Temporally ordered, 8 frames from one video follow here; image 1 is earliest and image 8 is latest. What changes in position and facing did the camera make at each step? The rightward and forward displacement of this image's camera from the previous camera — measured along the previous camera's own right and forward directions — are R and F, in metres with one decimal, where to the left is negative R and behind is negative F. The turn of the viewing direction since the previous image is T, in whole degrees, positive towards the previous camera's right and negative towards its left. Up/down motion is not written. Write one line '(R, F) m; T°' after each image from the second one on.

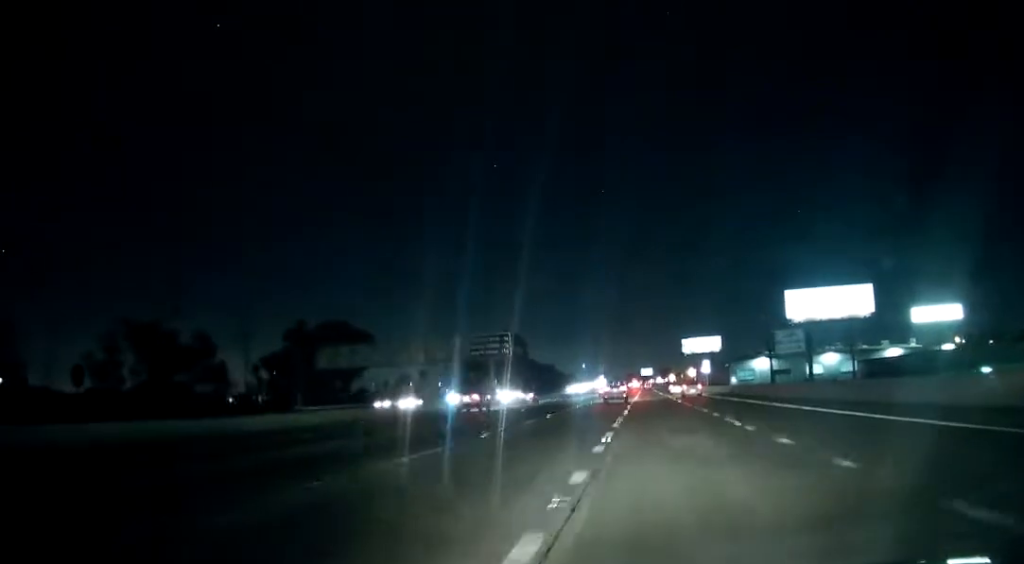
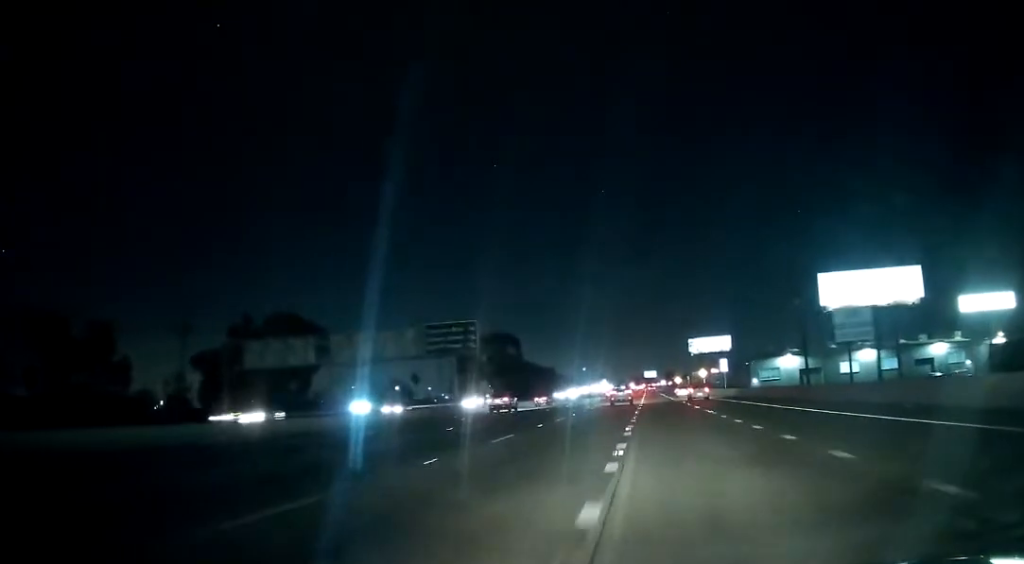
(0.0, +21.9) m; 0°
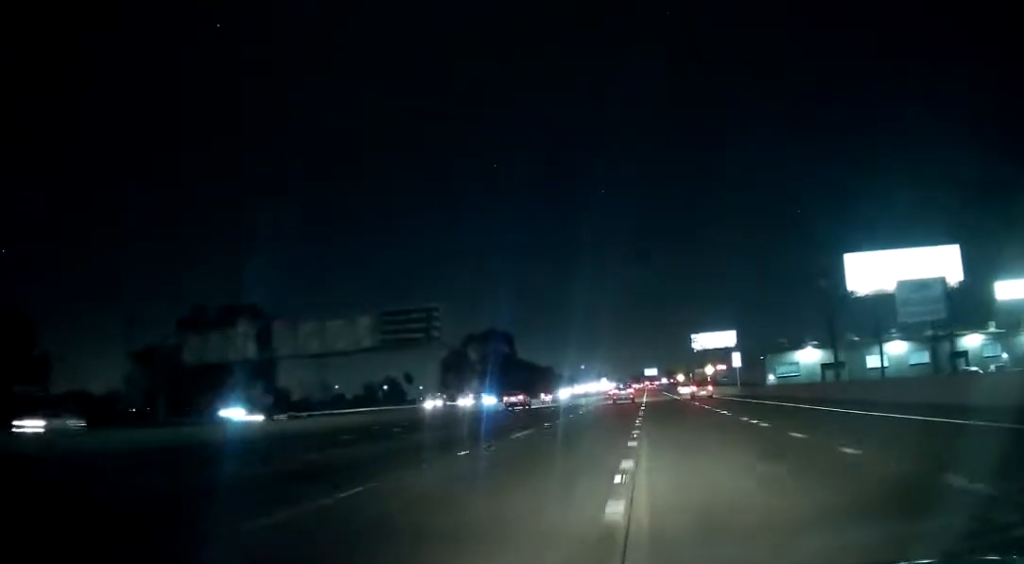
(0.0, +13.4) m; 0°
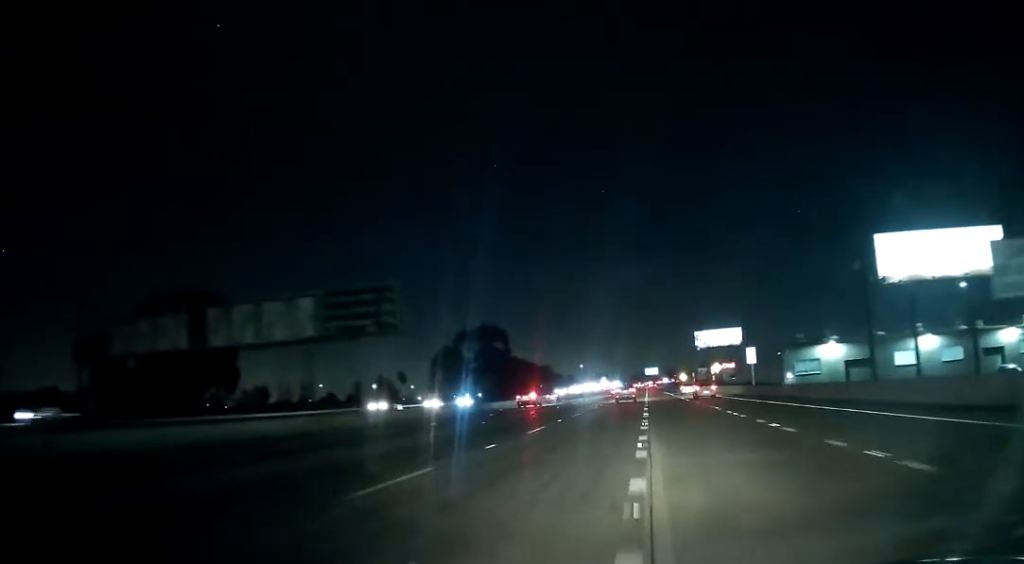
(0.0, +12.6) m; -1°
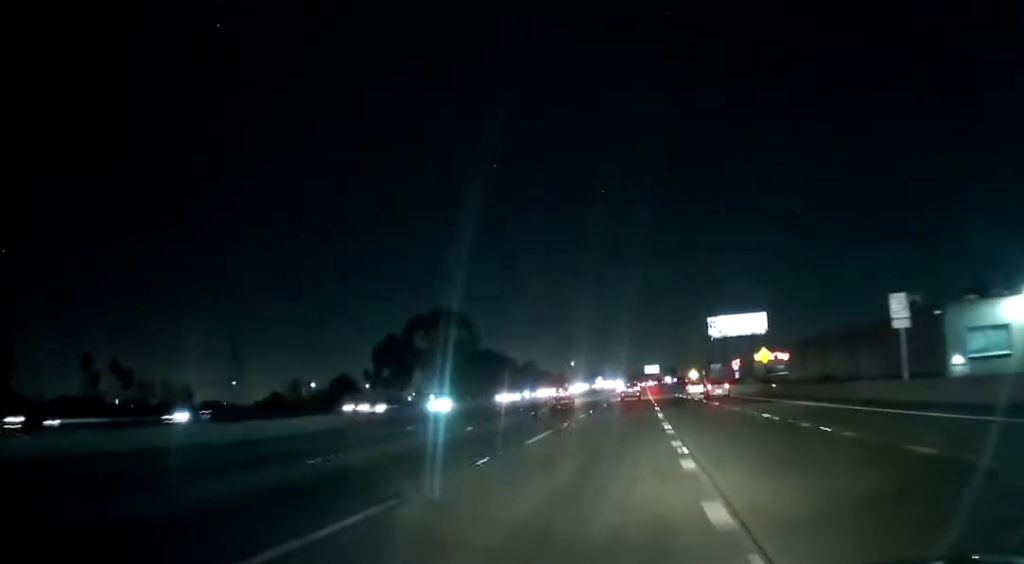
(-0.7, +48.6) m; 0°
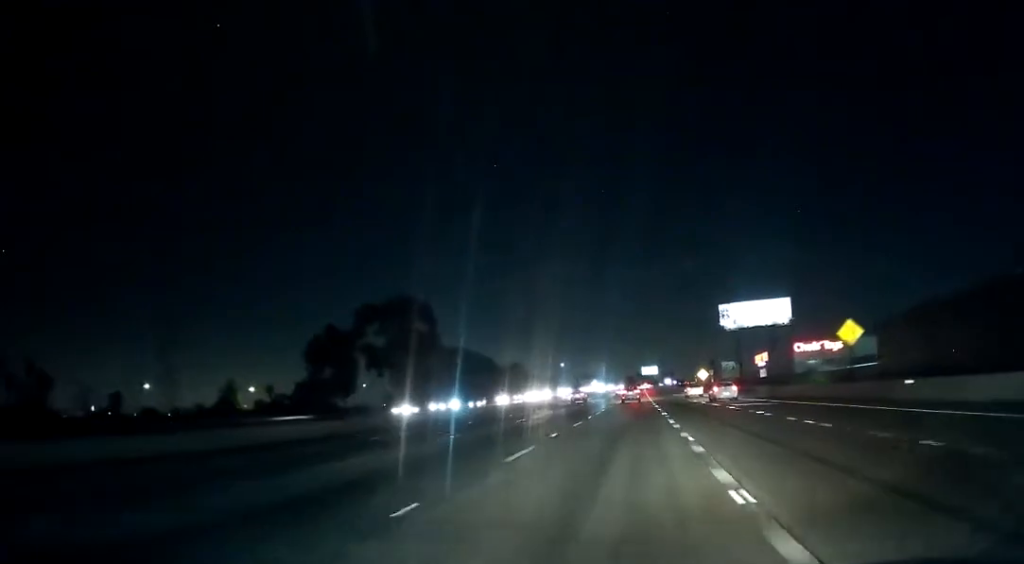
(+0.6, +34.2) m; 0°
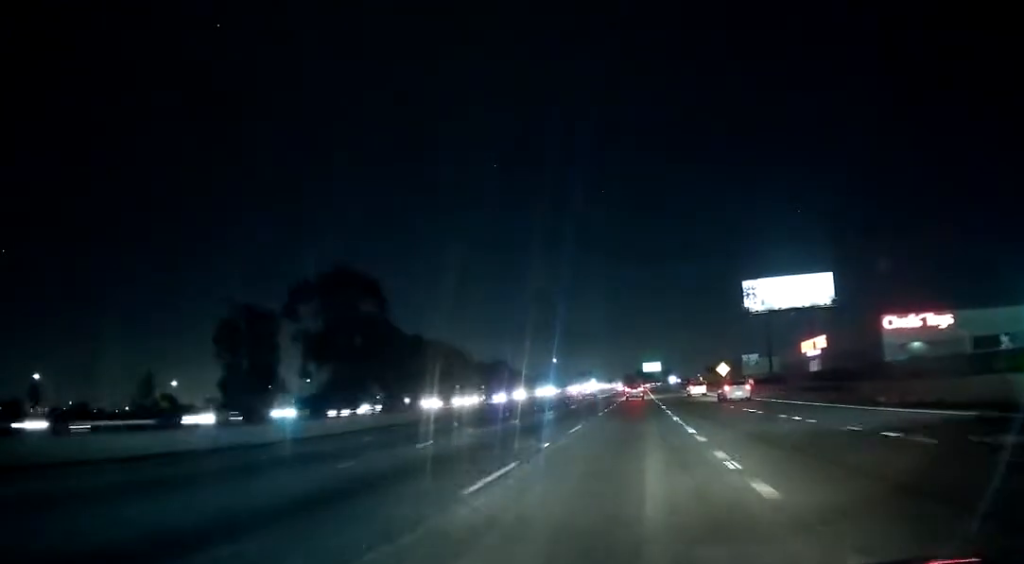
(-0.5, +33.8) m; -1°
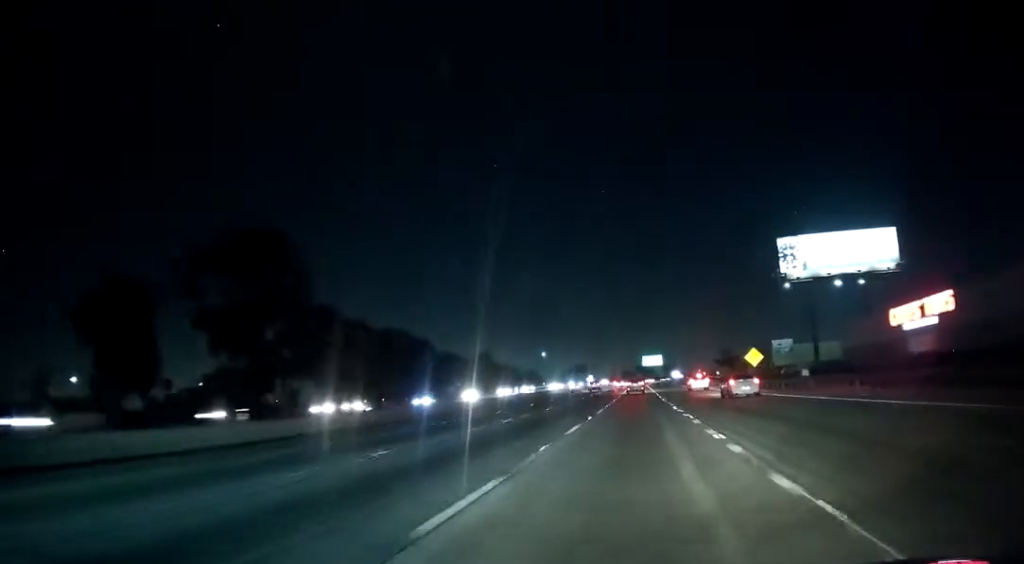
(+0.4, +32.2) m; +1°
